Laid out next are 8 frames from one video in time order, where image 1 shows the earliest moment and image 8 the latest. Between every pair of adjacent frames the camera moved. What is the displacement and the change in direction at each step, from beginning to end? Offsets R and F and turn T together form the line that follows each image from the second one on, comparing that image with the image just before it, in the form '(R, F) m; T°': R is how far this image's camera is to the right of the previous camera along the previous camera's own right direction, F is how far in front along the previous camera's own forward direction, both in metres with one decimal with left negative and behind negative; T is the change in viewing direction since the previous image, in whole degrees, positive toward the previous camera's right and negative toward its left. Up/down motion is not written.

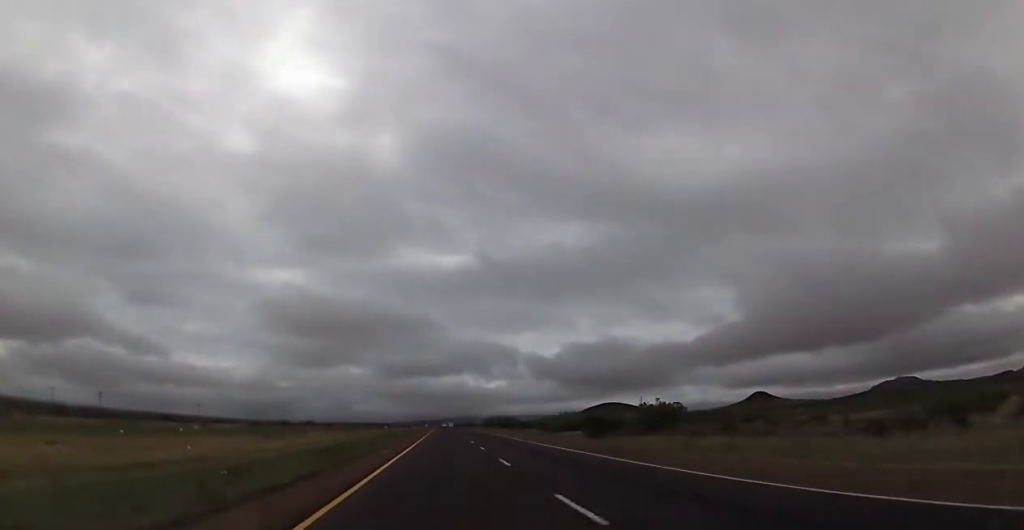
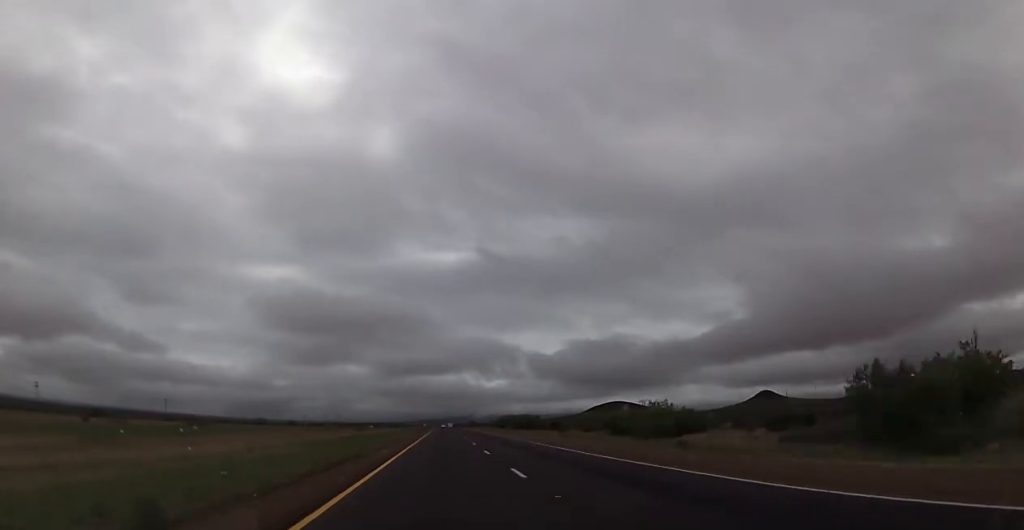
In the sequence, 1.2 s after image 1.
(-0.1, +41.2) m; 0°
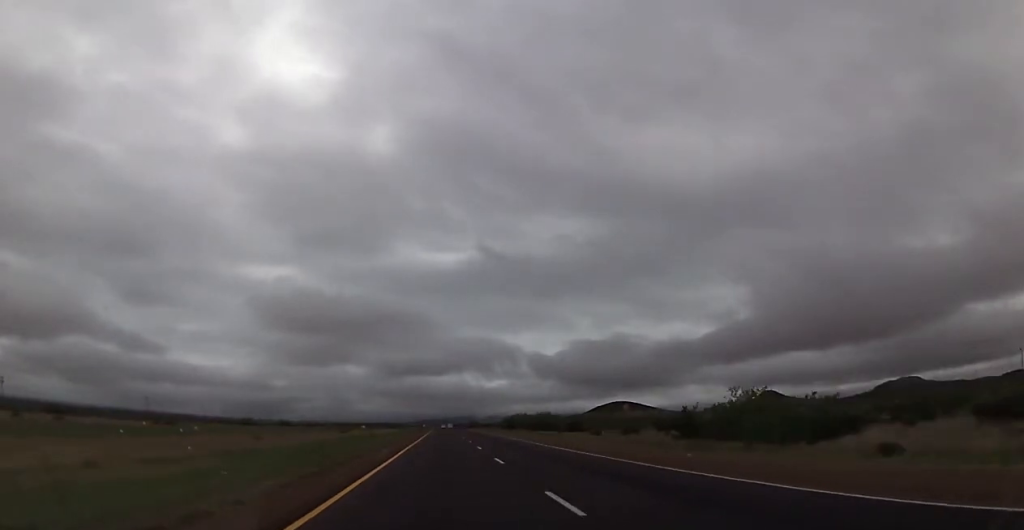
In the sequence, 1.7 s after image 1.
(+0.1, +18.9) m; 0°
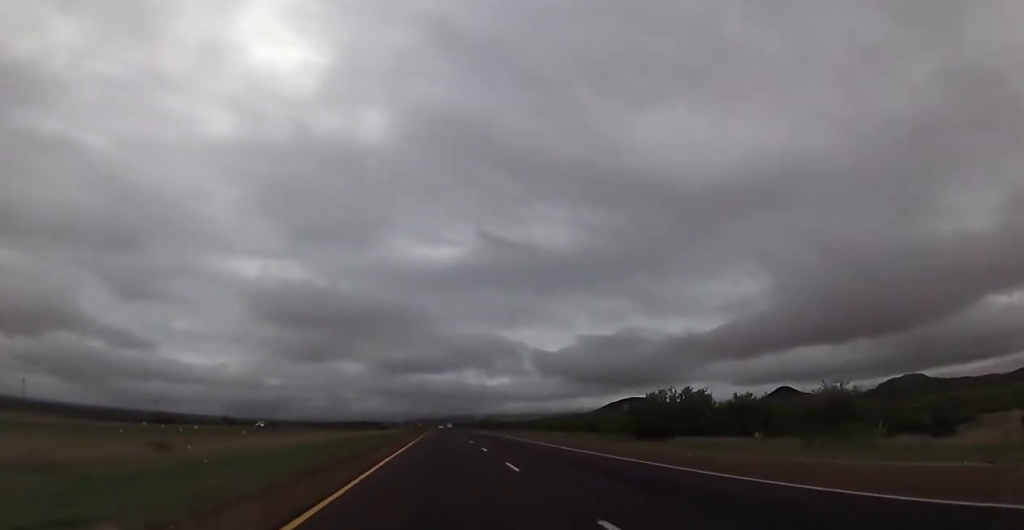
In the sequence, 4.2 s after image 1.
(0.0, +89.6) m; 0°
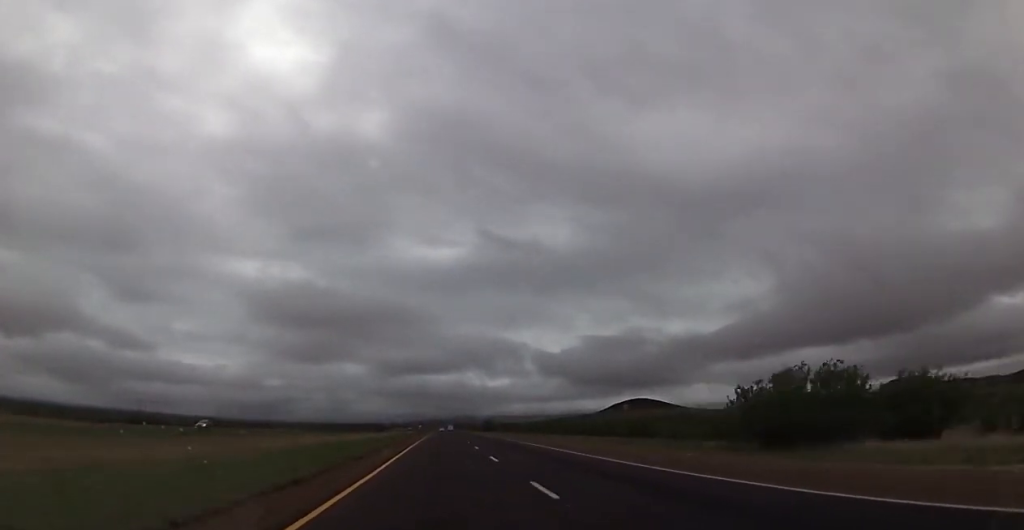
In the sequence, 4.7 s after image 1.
(0.0, +17.7) m; 0°
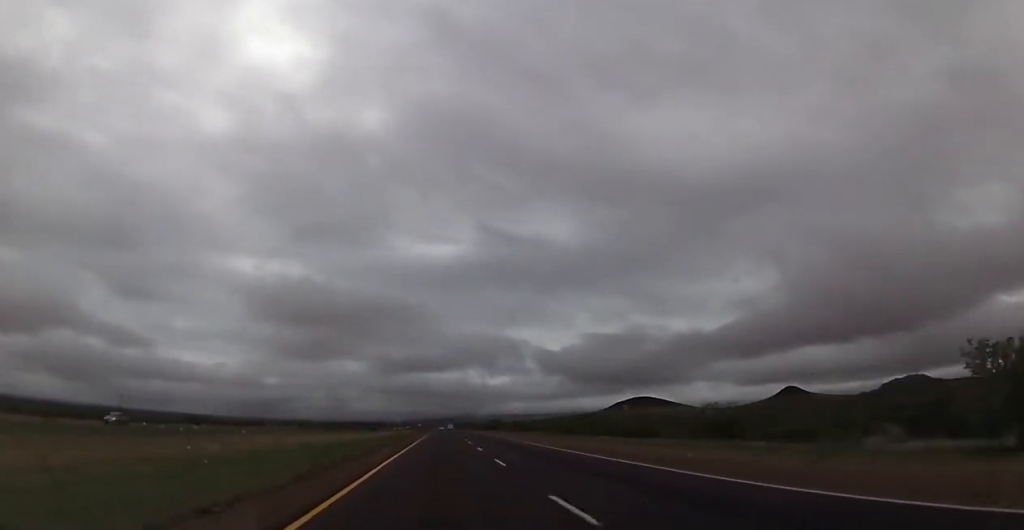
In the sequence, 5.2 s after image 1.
(0.0, +15.3) m; 0°
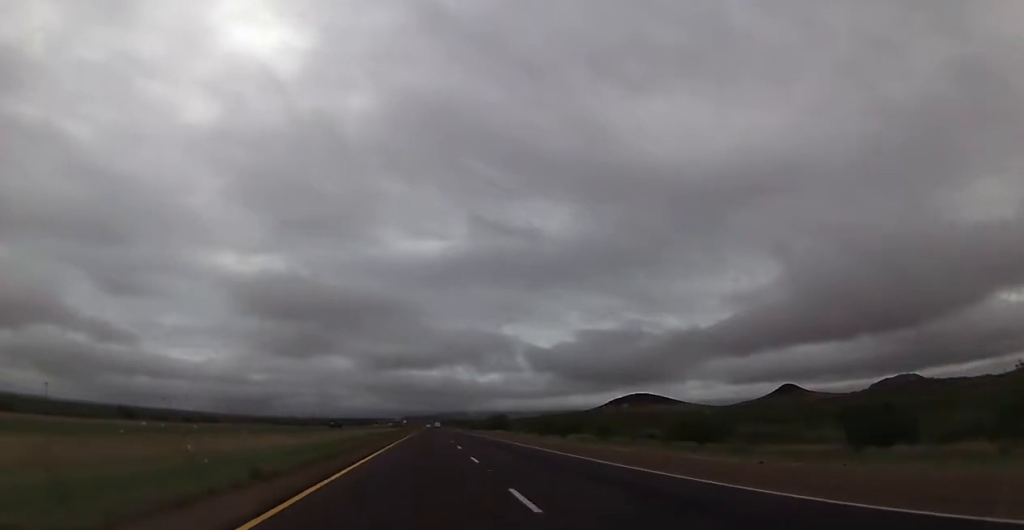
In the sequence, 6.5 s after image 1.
(0.0, +47.2) m; +1°
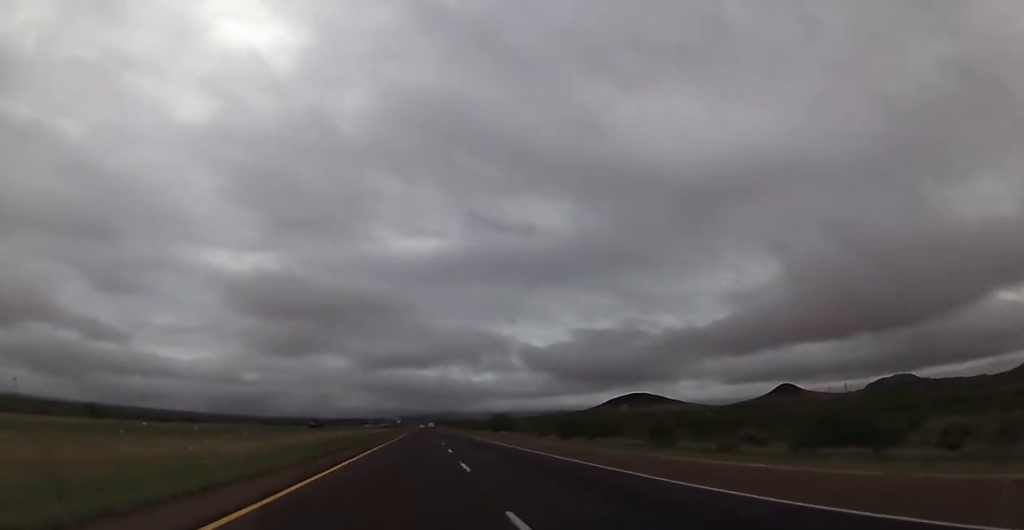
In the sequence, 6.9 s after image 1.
(-0.1, +15.3) m; 0°
